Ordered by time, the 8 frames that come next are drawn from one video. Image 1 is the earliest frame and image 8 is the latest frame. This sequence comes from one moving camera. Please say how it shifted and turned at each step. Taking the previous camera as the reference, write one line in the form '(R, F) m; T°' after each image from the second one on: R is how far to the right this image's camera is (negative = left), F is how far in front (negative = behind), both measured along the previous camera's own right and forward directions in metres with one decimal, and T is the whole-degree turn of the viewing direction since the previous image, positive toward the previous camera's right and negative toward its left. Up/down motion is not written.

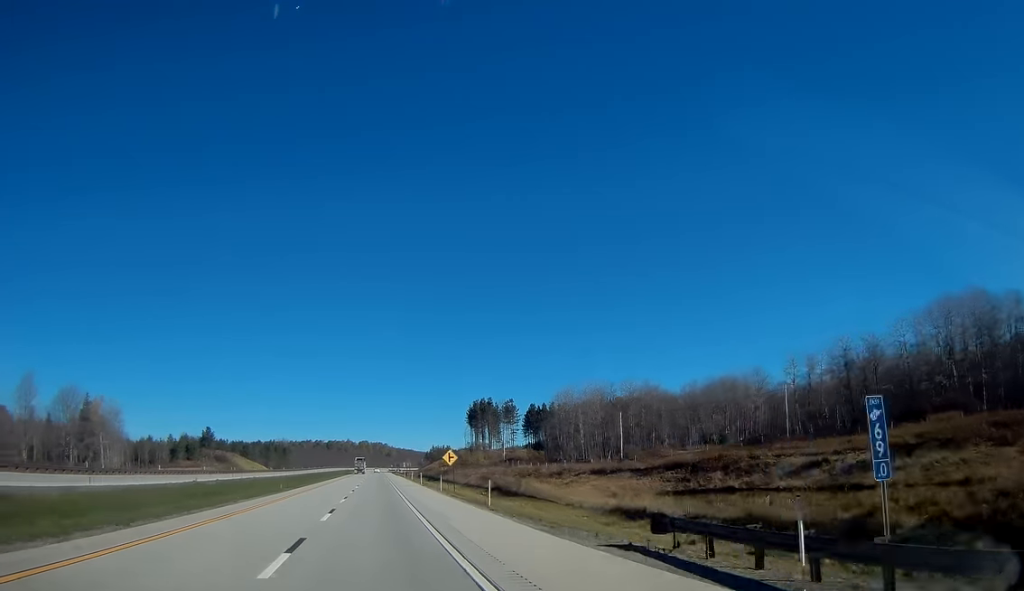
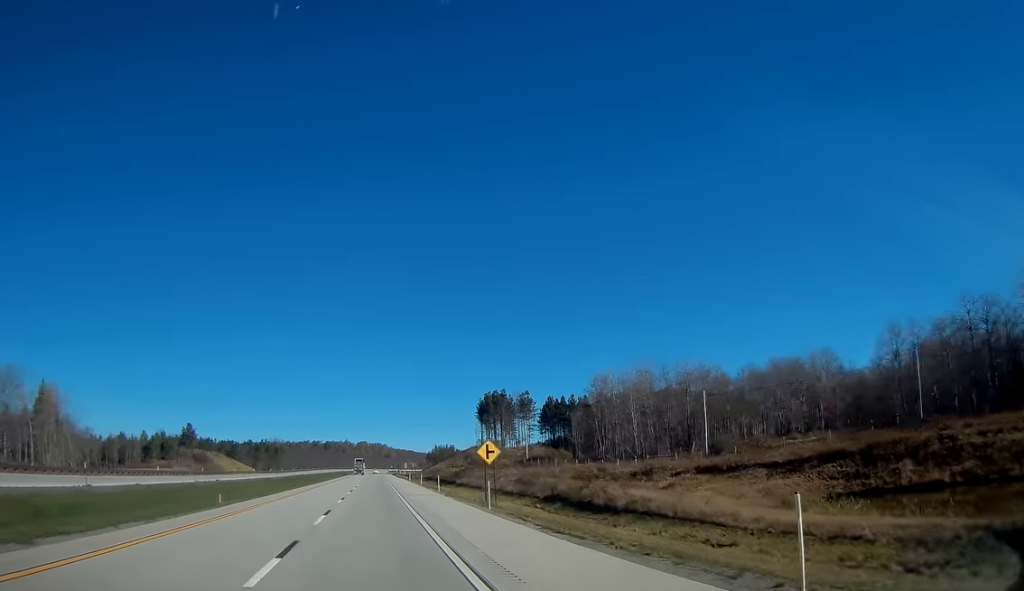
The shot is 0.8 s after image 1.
(0.0, +24.9) m; +1°
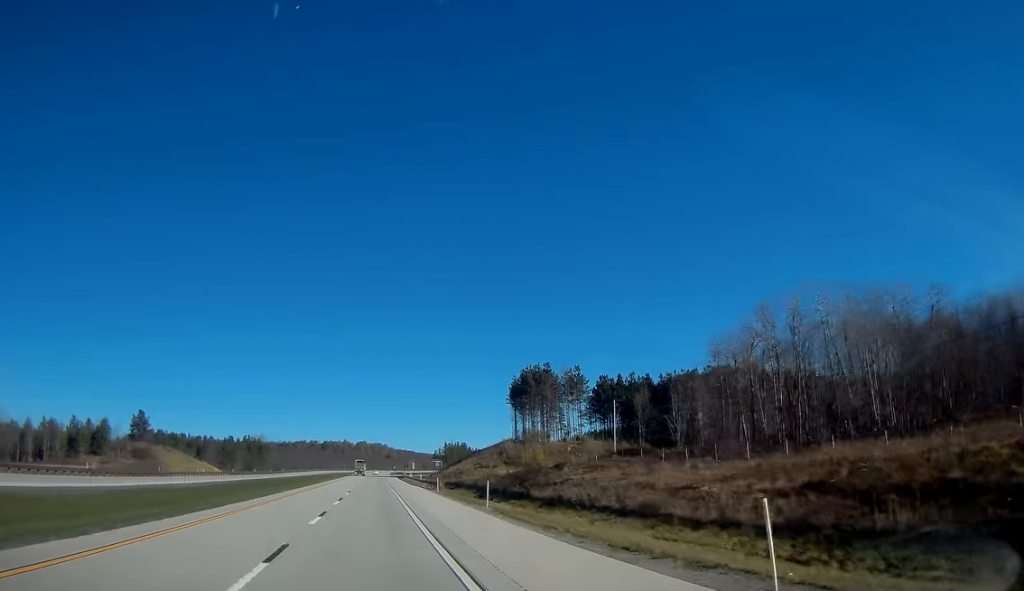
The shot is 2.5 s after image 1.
(+0.3, +48.8) m; 0°
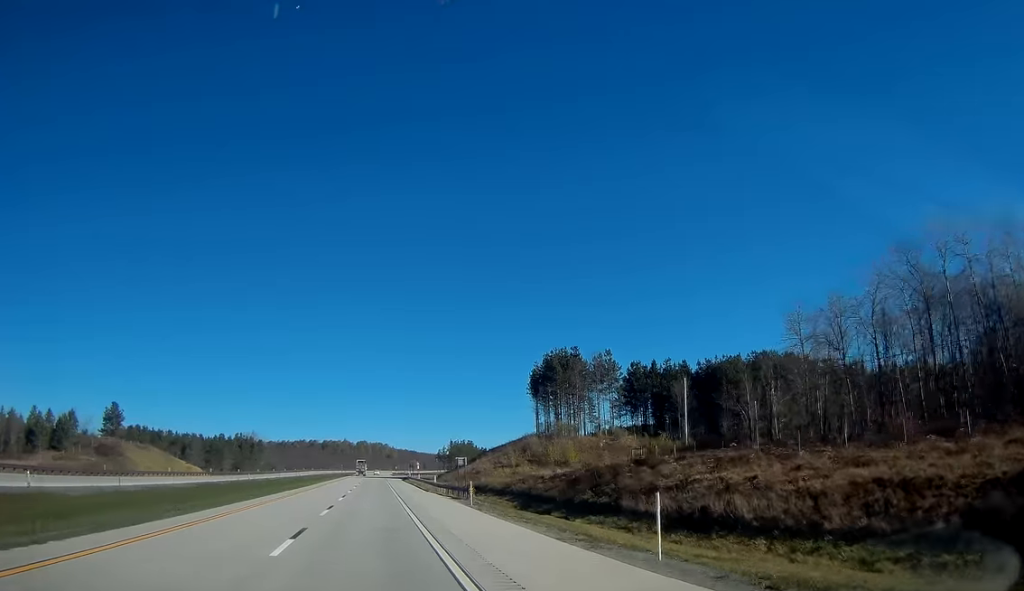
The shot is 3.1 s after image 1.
(-0.2, +19.9) m; 0°
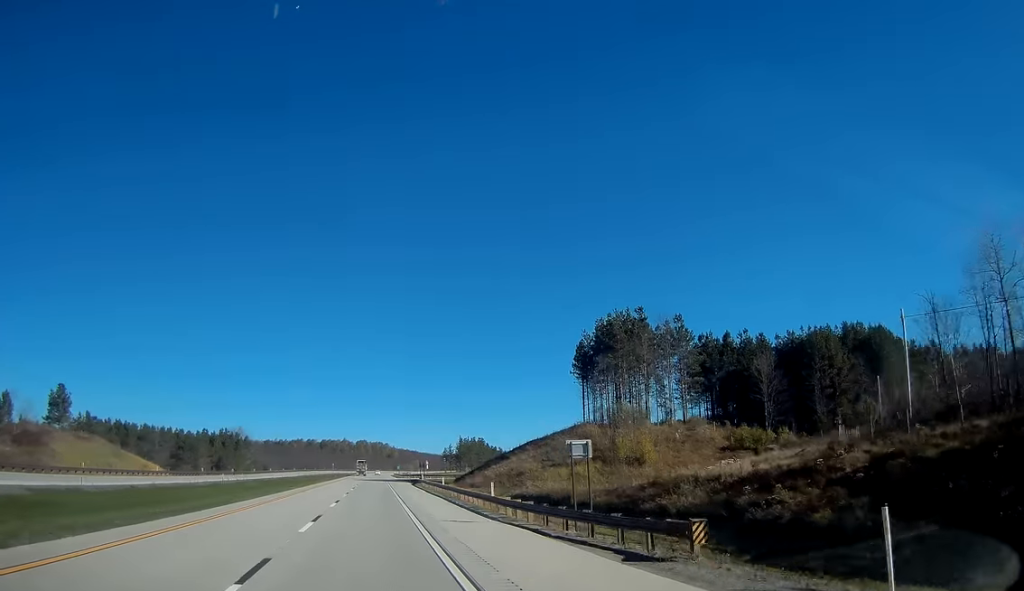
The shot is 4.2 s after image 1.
(+0.3, +30.8) m; 0°
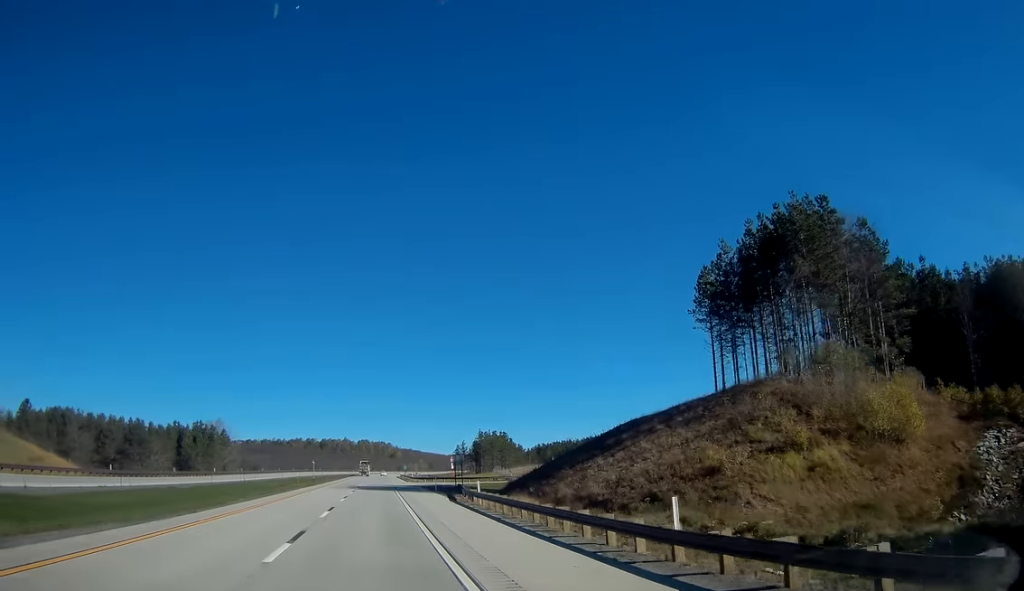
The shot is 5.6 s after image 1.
(-0.4, +42.7) m; -1°
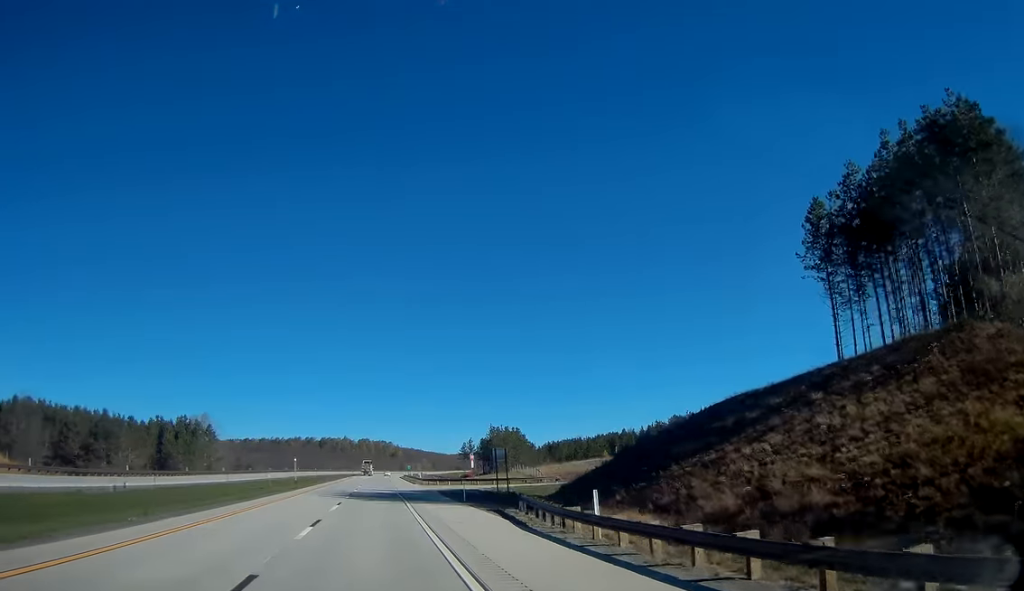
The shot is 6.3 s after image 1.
(0.0, +19.8) m; 0°
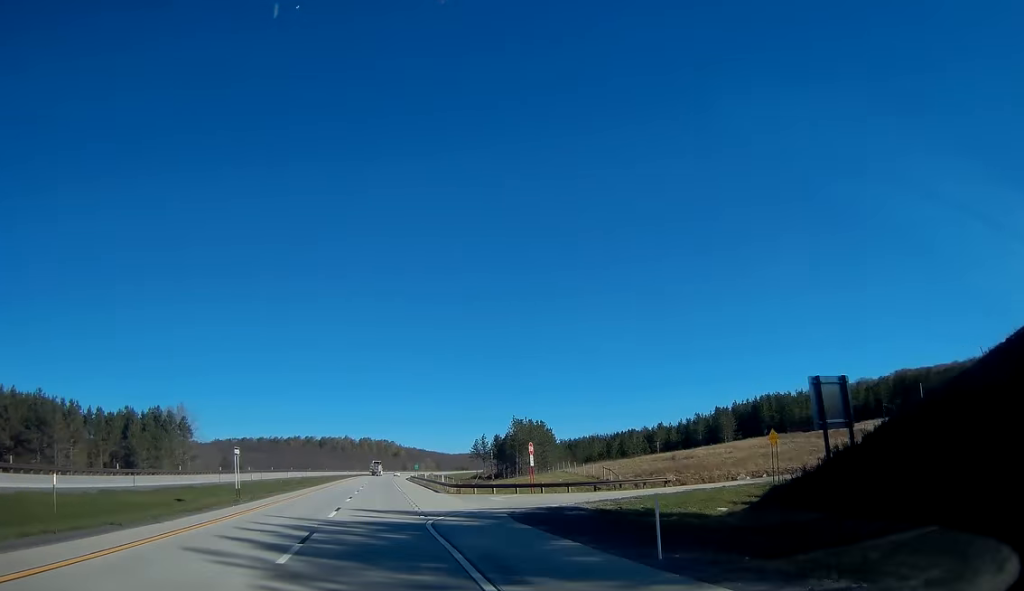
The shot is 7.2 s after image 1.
(0.0, +28.8) m; +1°
